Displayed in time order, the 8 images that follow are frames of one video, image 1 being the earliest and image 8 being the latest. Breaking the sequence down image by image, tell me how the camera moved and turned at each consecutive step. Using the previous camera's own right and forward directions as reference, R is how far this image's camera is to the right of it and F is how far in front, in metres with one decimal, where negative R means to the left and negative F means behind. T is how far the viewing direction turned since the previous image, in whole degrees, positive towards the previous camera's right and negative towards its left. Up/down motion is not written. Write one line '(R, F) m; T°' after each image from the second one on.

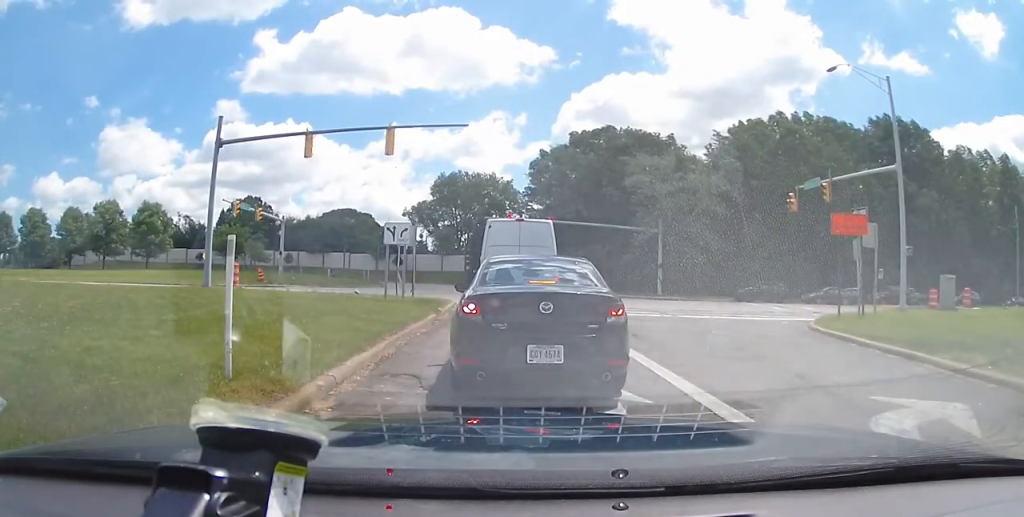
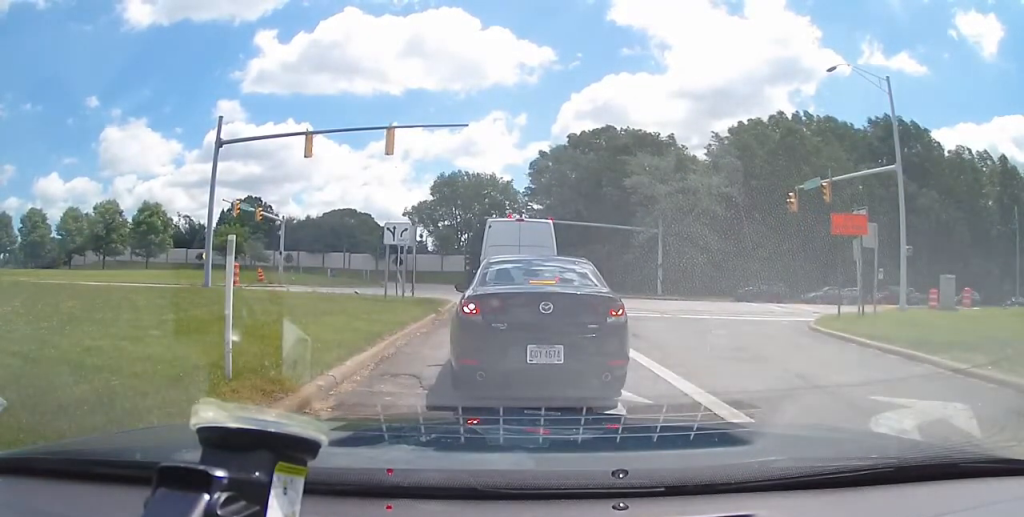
(0.0, 0.0) m; 0°
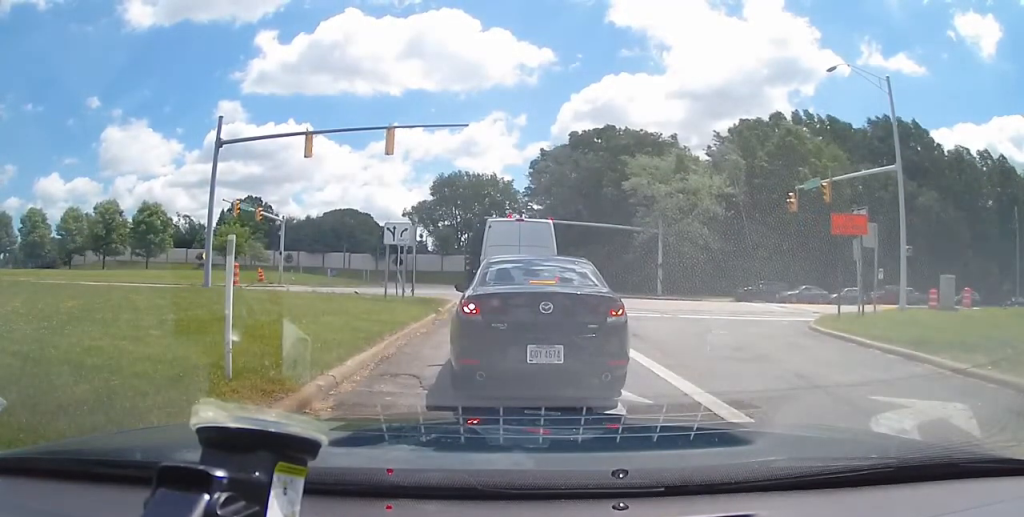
(0.0, 0.0) m; 0°
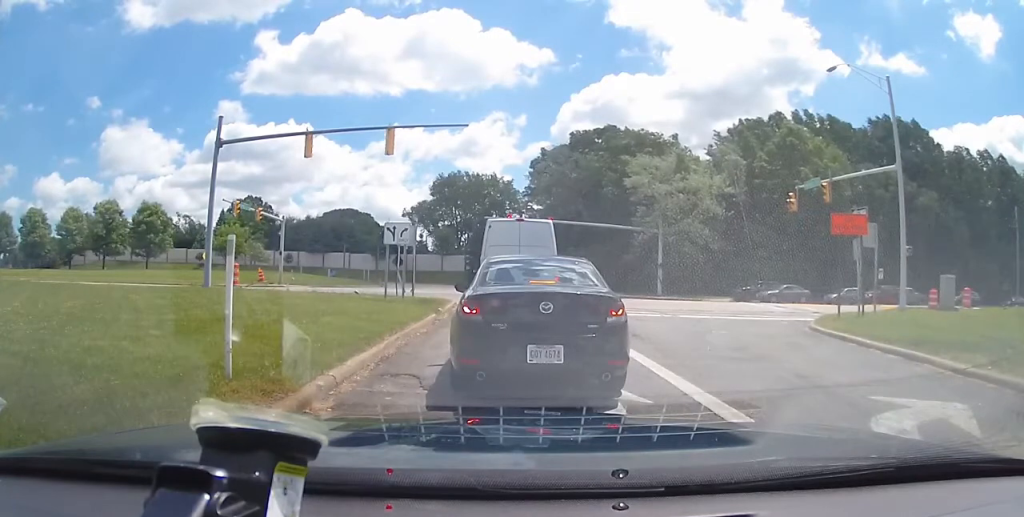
(0.0, 0.0) m; 0°
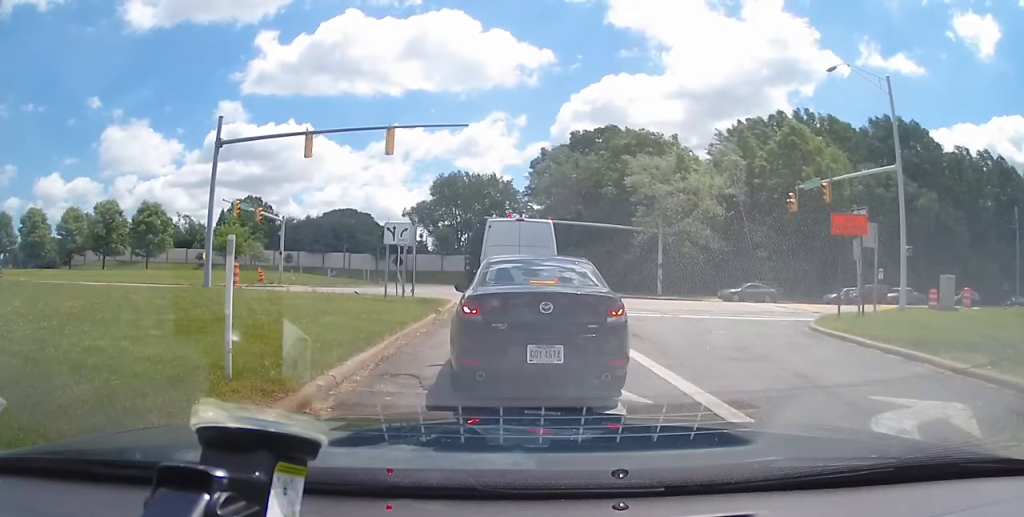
(0.0, 0.0) m; 0°
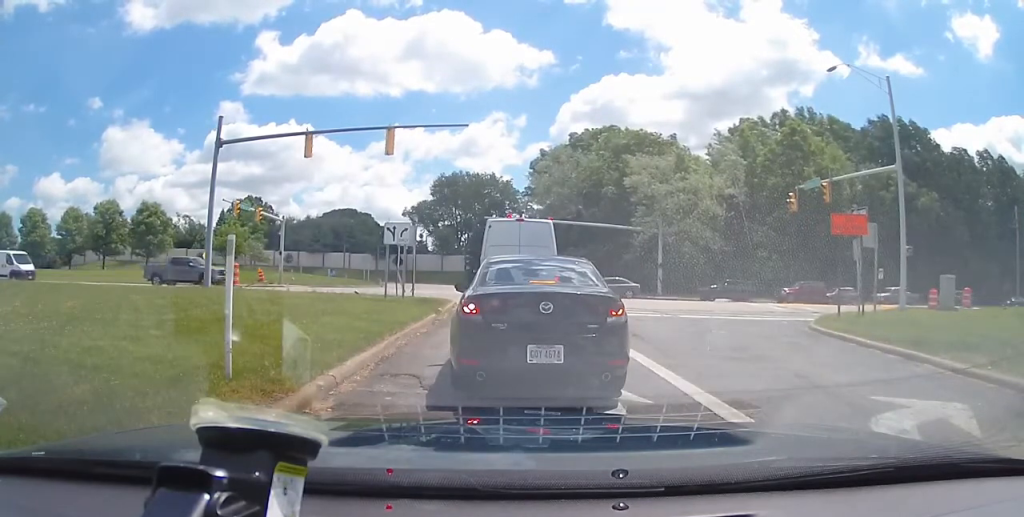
(0.0, 0.0) m; 0°
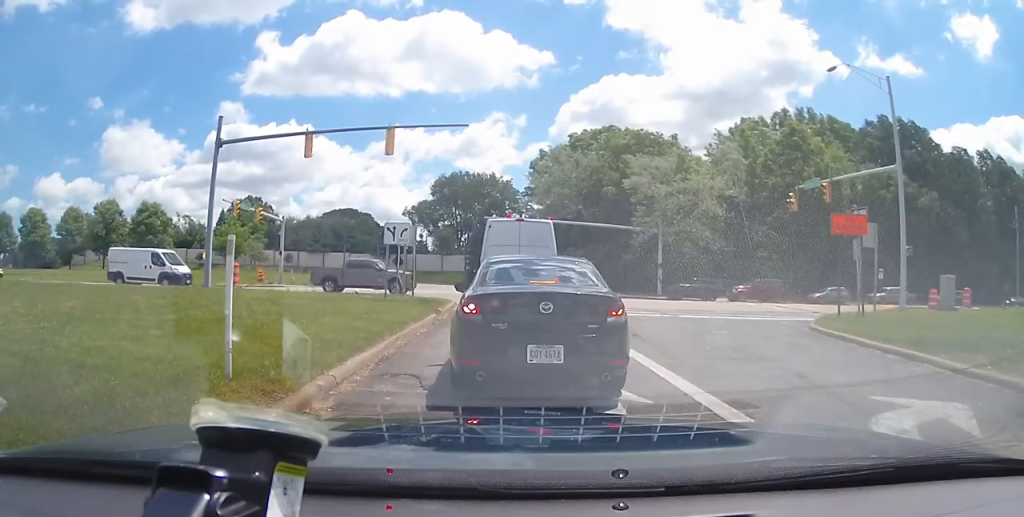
(0.0, 0.0) m; 0°
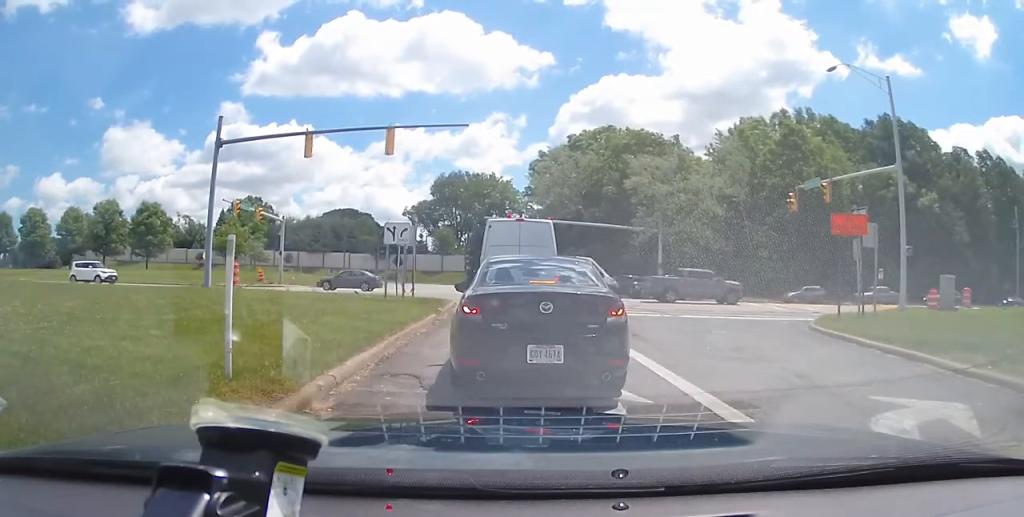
(0.0, 0.0) m; 0°
